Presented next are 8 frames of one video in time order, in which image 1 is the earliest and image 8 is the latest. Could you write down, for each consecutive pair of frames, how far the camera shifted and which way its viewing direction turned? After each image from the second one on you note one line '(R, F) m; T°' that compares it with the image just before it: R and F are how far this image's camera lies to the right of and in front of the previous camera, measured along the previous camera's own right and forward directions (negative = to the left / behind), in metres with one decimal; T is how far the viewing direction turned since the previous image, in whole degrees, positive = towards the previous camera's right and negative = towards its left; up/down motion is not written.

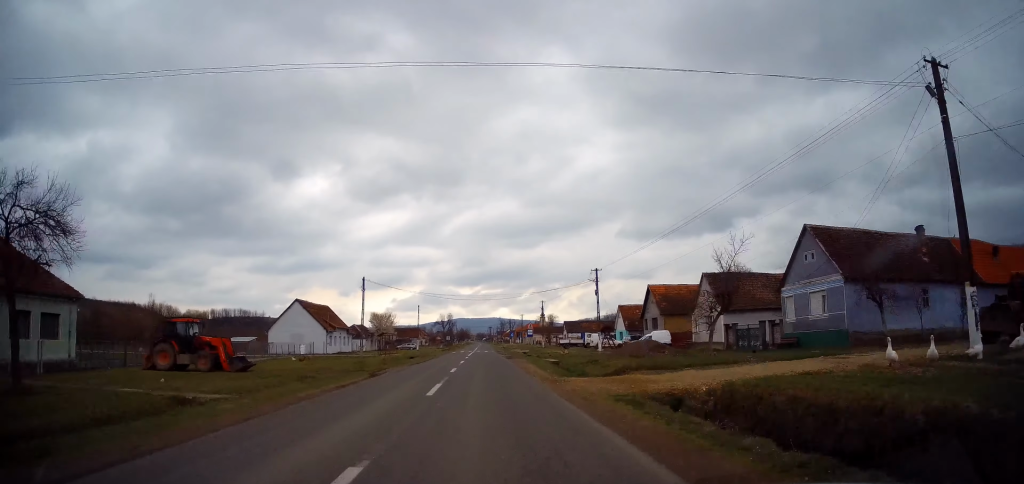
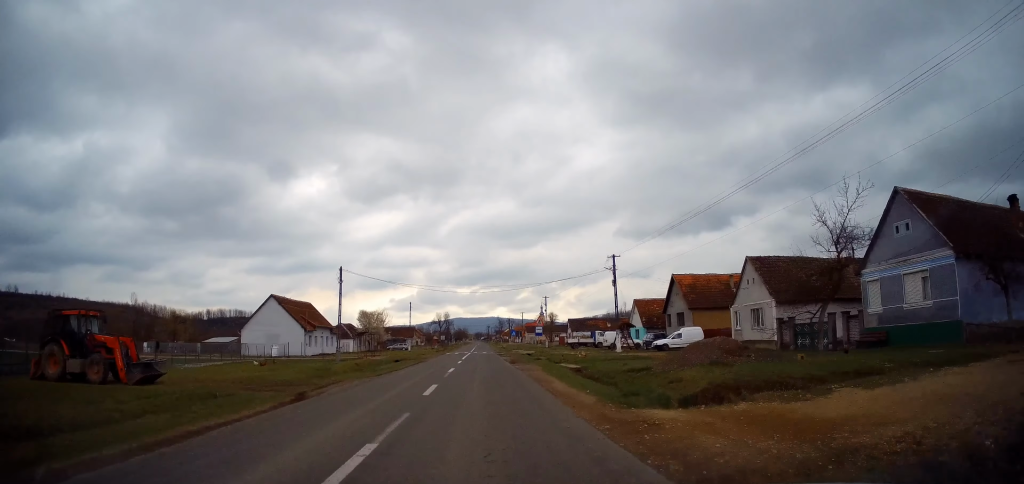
(0.0, +8.3) m; 0°
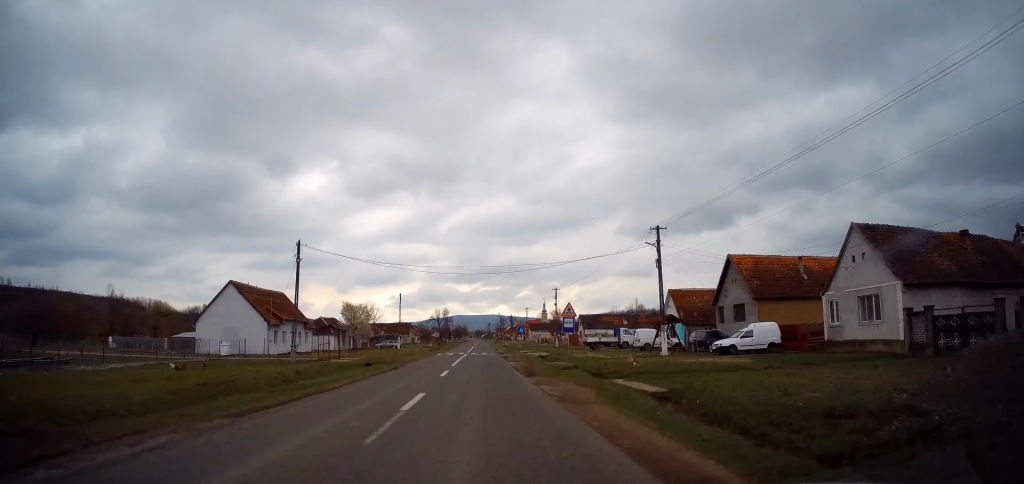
(0.0, +11.9) m; +1°
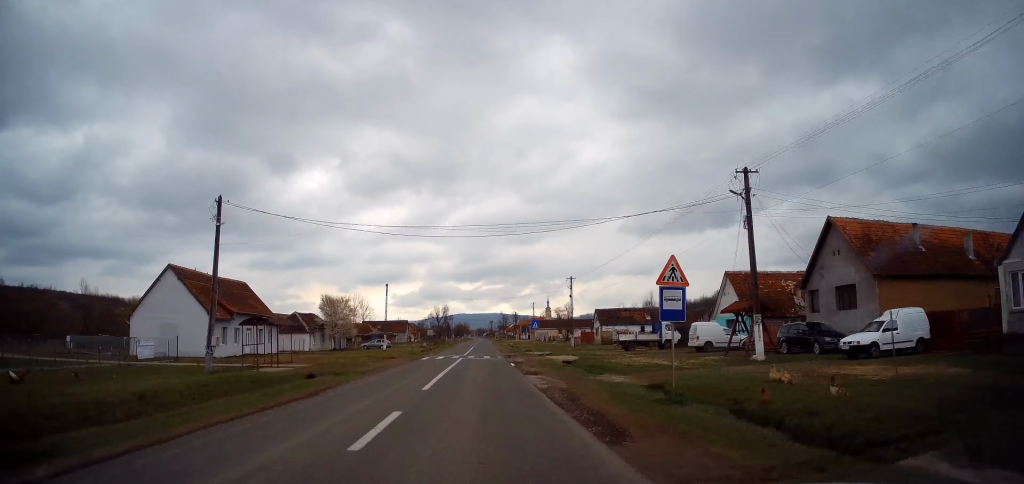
(-0.1, +12.4) m; +1°
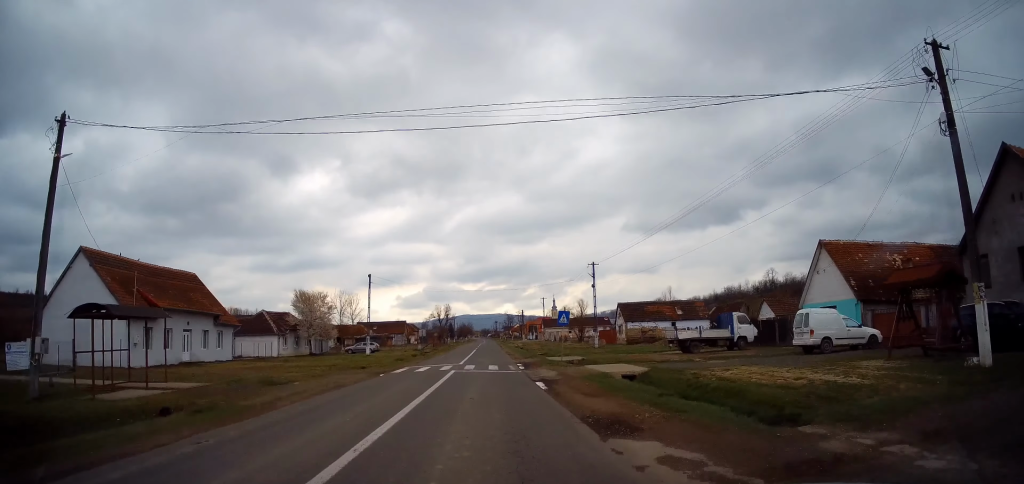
(+0.4, +11.9) m; 0°
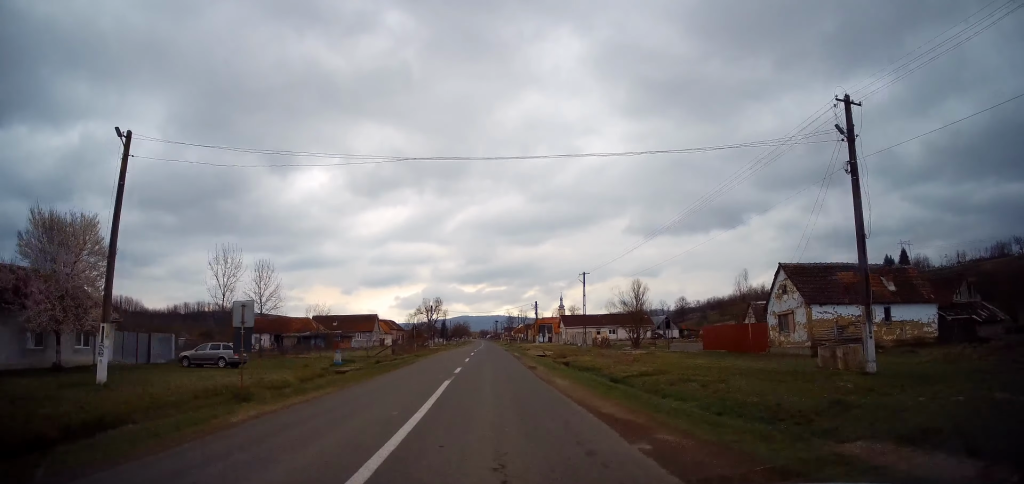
(-1.1, +39.7) m; -2°
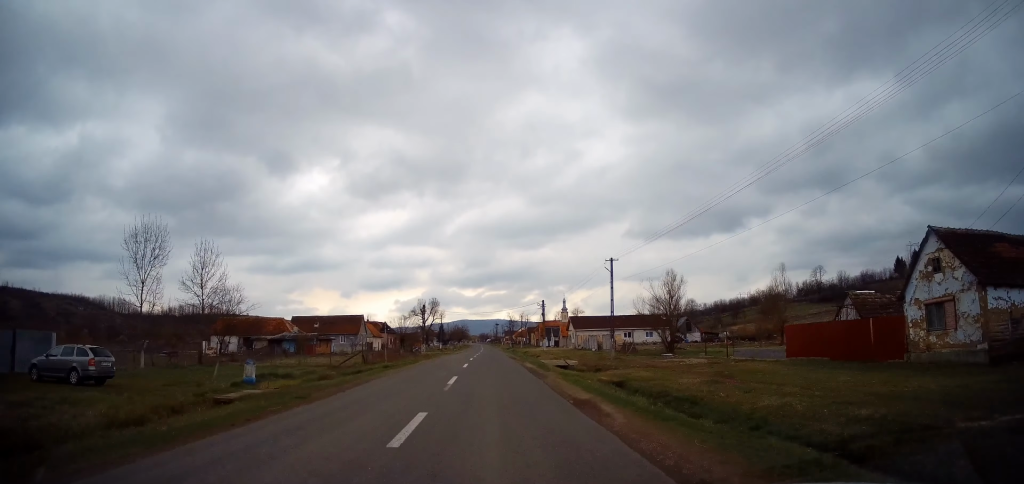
(0.0, +12.4) m; 0°
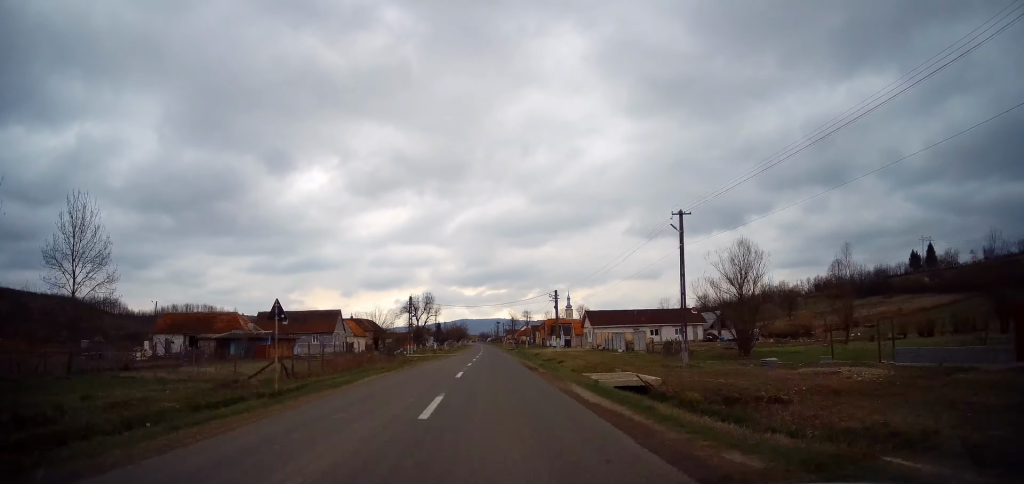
(0.0, +16.0) m; 0°
